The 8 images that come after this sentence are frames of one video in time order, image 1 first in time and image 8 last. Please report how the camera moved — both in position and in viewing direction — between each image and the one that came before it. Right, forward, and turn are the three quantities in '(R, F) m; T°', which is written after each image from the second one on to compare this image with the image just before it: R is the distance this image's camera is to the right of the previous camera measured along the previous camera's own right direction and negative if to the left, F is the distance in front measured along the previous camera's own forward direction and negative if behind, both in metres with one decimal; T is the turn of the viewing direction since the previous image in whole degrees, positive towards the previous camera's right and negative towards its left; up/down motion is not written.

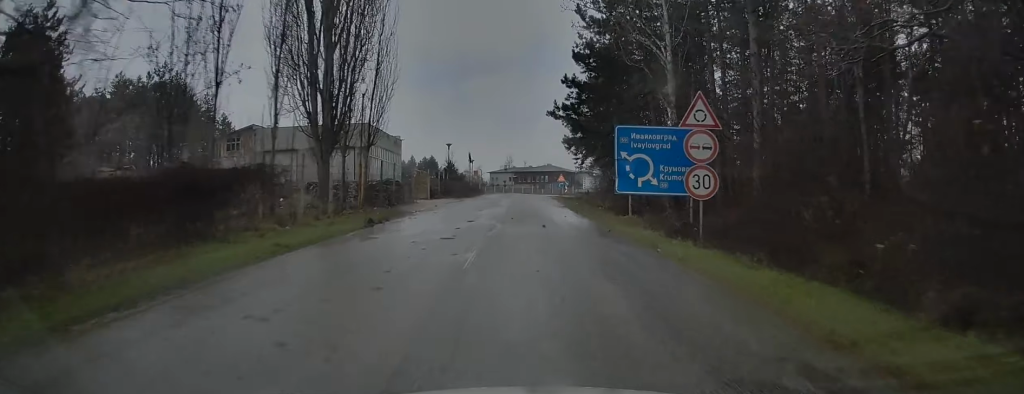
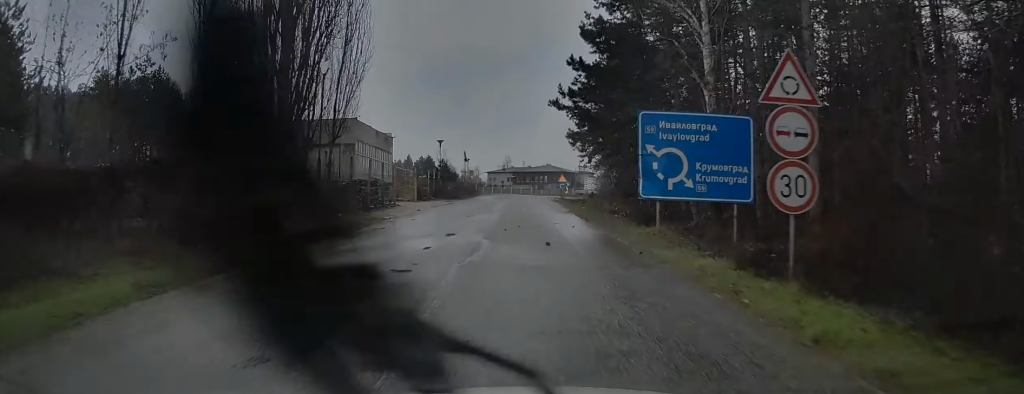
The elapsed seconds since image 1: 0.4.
(0.0, +4.9) m; 0°
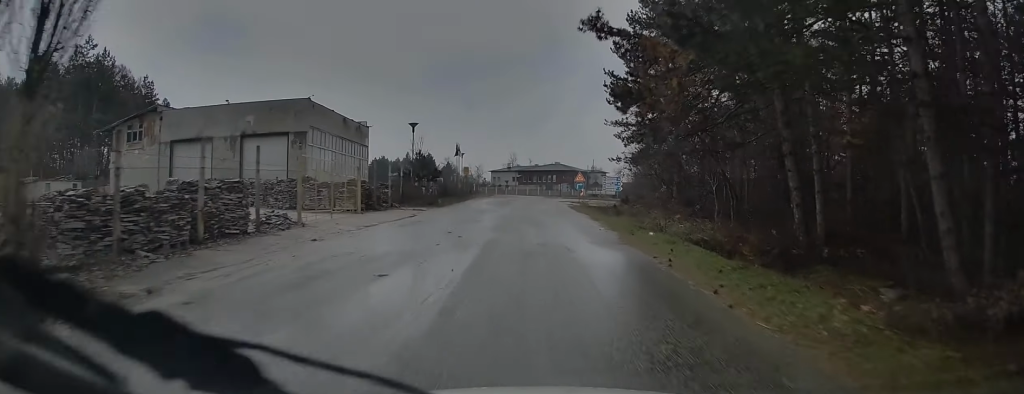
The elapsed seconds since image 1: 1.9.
(0.0, +16.1) m; 0°
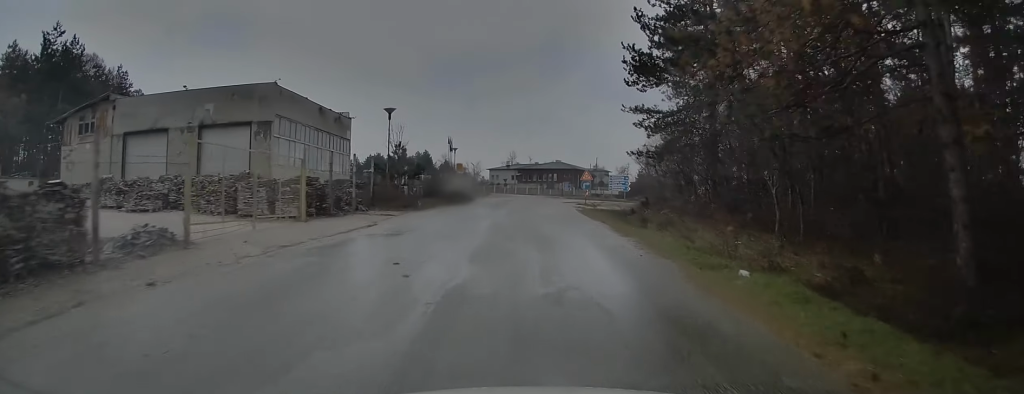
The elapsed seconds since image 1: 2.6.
(0.0, +6.6) m; 0°
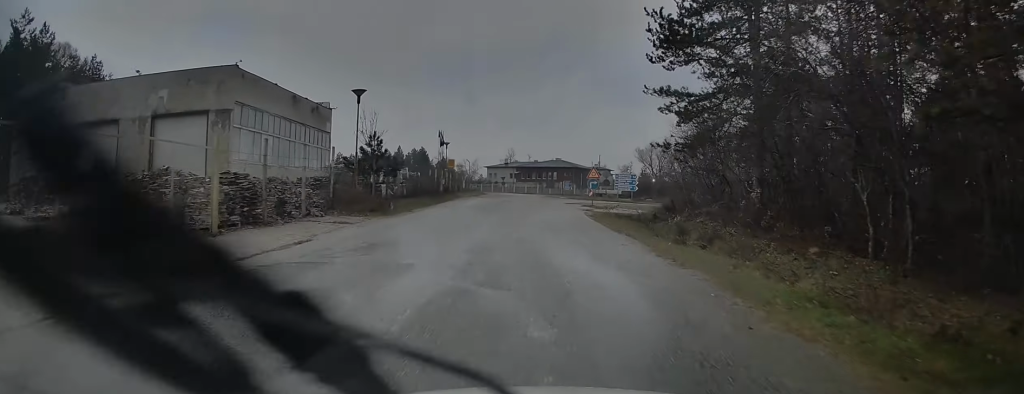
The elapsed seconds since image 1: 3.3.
(0.0, +5.7) m; 0°
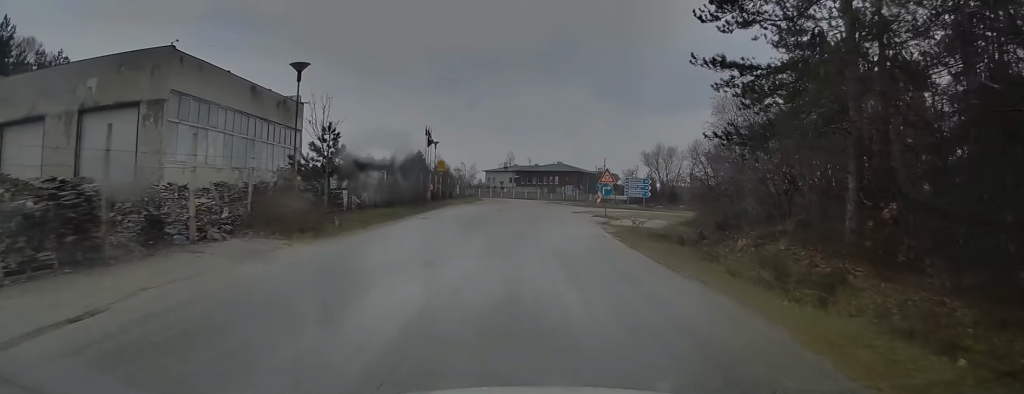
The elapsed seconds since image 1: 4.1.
(-0.1, +6.6) m; -1°
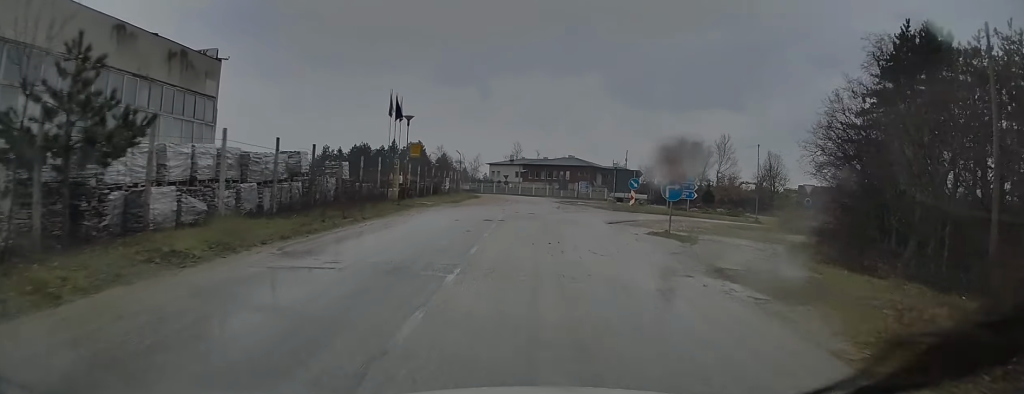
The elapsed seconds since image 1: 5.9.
(+0.3, +14.7) m; +2°
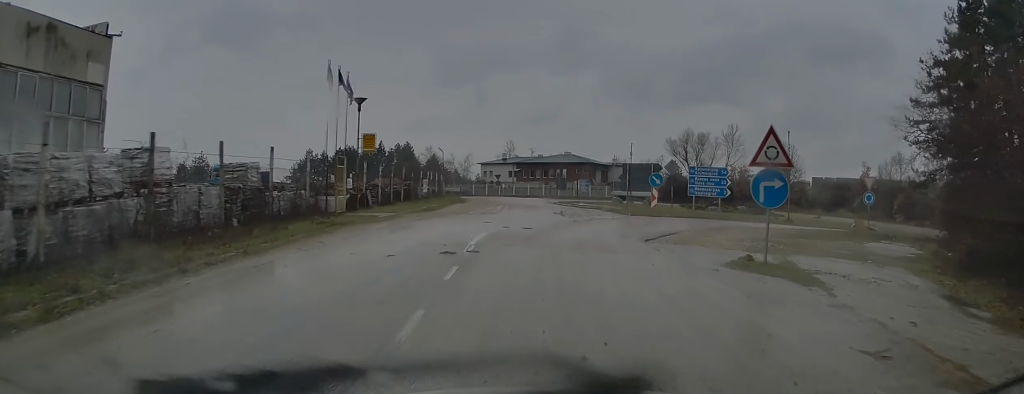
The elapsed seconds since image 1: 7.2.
(+0.1, +9.2) m; +2°
